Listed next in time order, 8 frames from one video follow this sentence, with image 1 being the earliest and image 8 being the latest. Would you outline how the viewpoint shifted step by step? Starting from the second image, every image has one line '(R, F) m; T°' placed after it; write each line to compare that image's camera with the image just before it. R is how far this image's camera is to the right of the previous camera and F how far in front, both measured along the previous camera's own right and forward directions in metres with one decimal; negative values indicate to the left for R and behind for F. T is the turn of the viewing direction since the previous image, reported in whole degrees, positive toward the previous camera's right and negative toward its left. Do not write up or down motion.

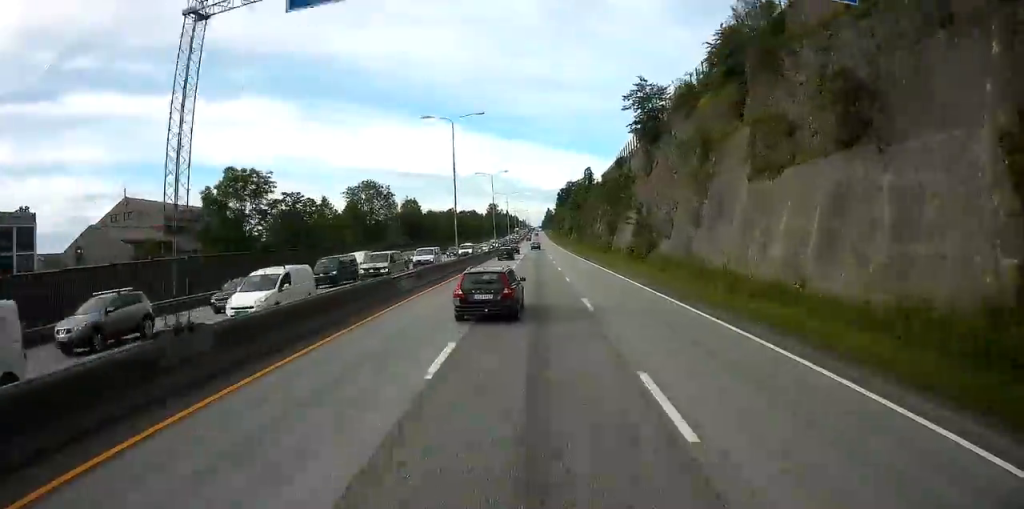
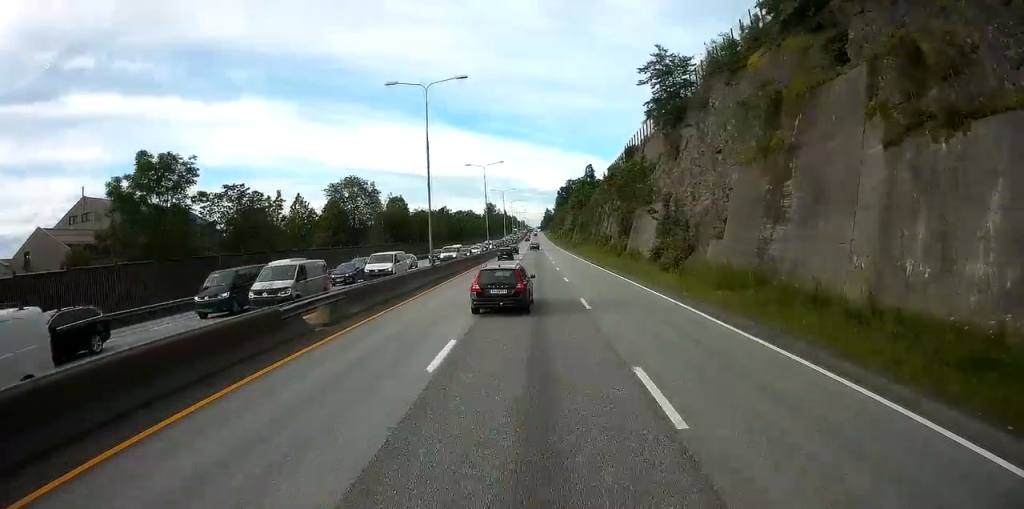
(0.0, +11.9) m; 0°
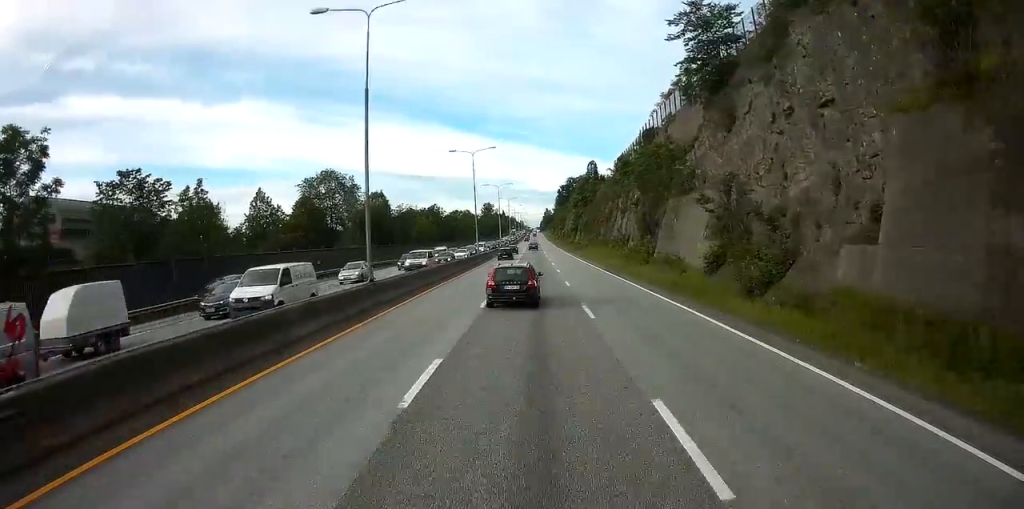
(0.0, +14.2) m; 0°
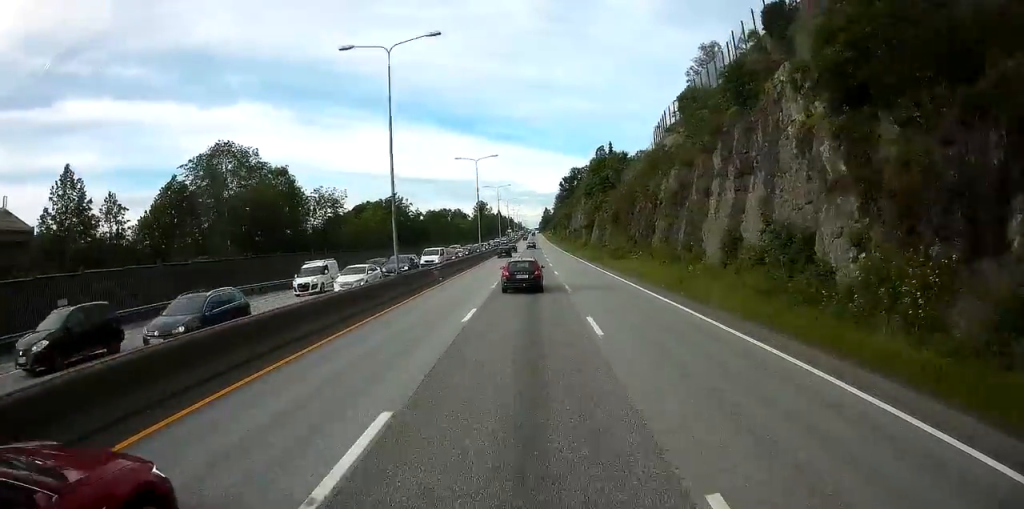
(-0.1, +39.4) m; 0°
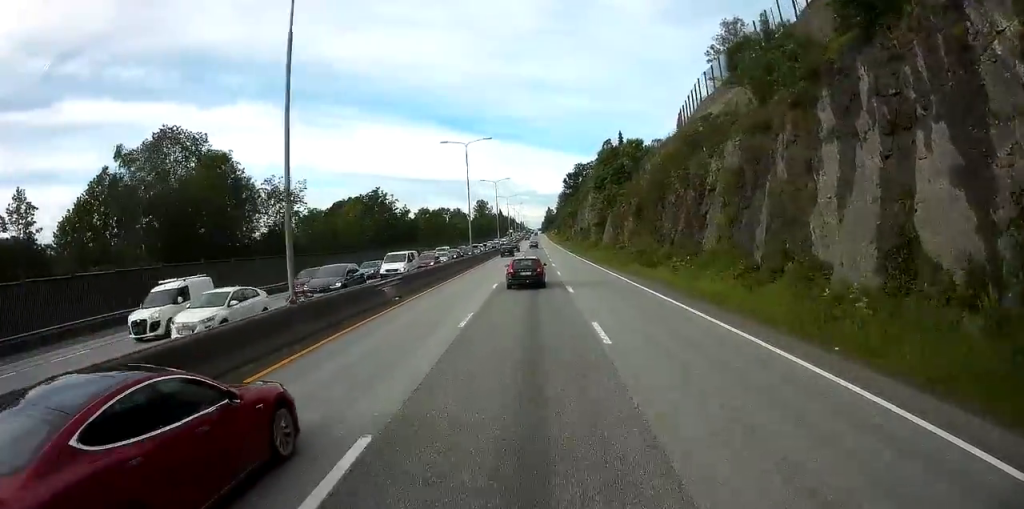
(0.0, +13.1) m; 0°
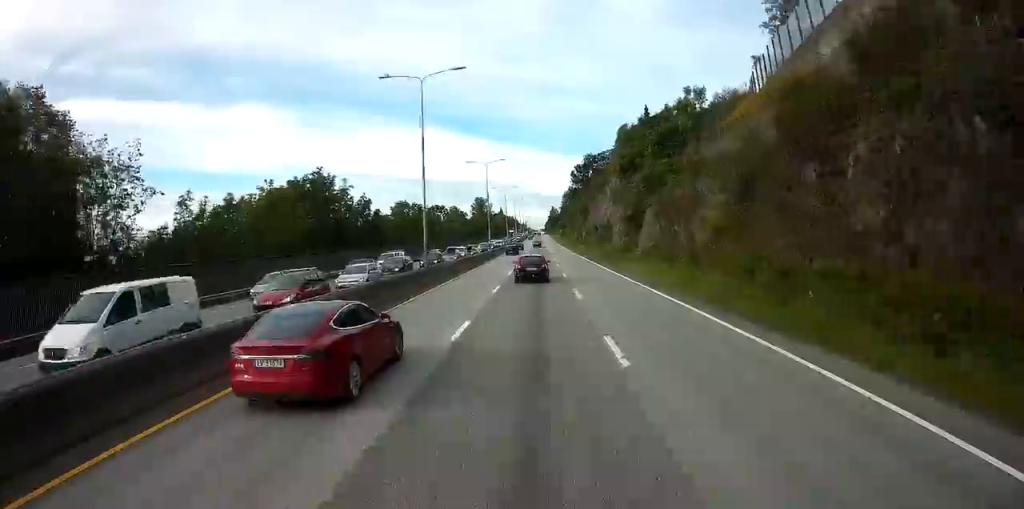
(-0.1, +26.2) m; 0°
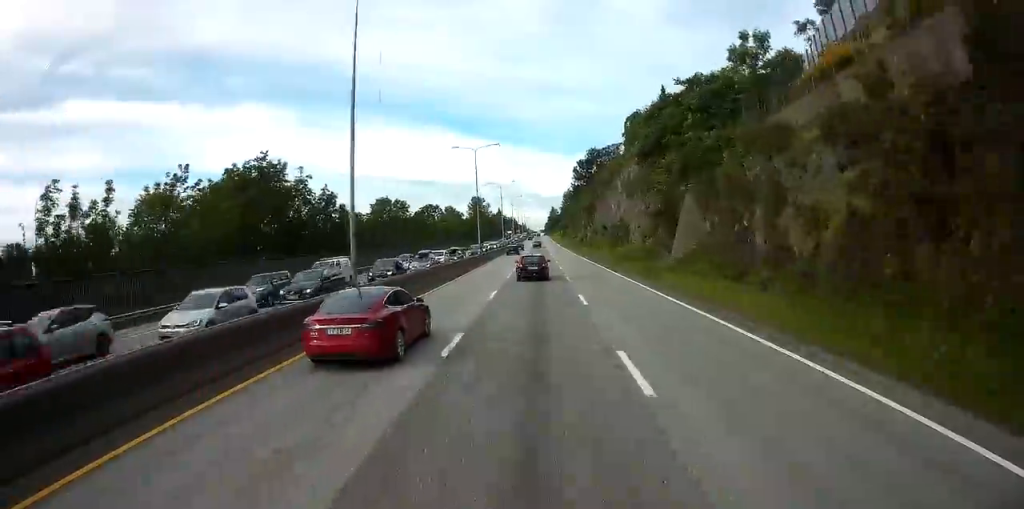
(-0.1, +13.9) m; 0°
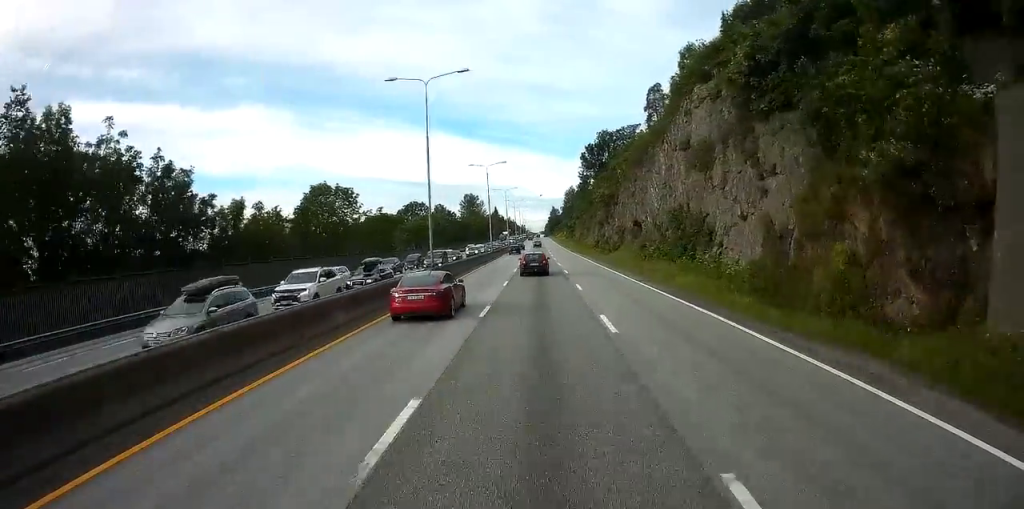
(+0.3, +30.2) m; +1°
